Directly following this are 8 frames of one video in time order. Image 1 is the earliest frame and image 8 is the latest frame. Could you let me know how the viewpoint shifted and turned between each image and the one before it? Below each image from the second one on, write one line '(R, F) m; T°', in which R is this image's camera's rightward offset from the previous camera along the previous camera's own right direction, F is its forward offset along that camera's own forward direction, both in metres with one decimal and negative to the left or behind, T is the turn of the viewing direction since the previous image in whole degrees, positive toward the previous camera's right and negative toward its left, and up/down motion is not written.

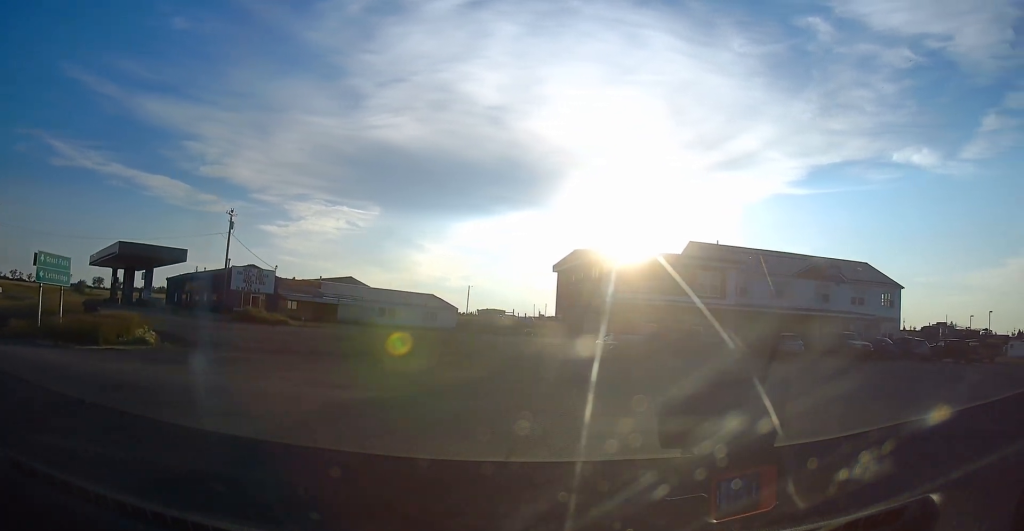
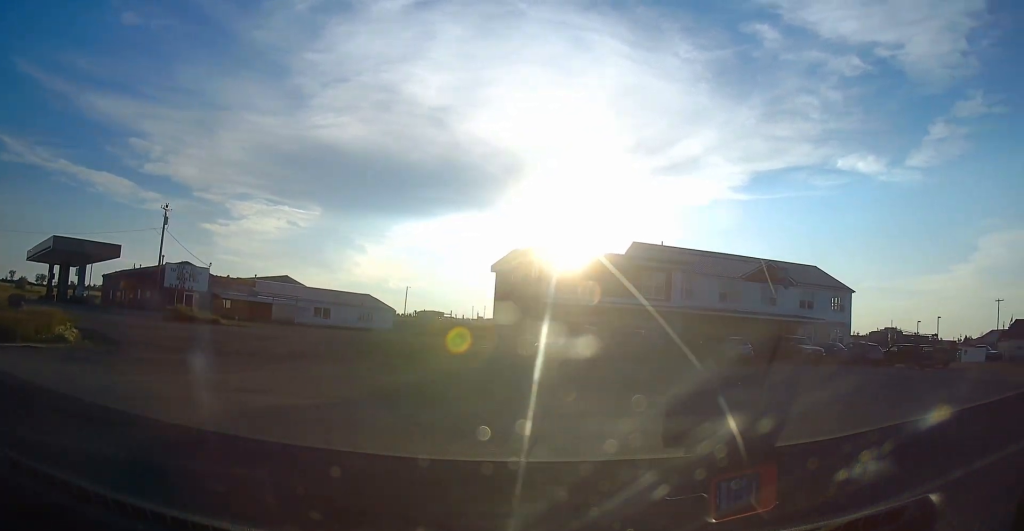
(-0.1, +1.7) m; +5°
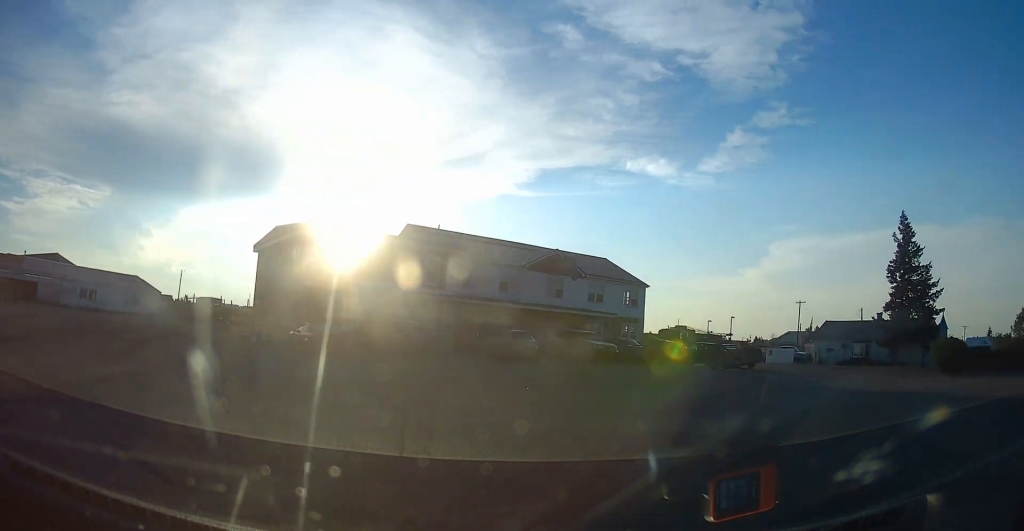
(+0.7, +3.6) m; +26°
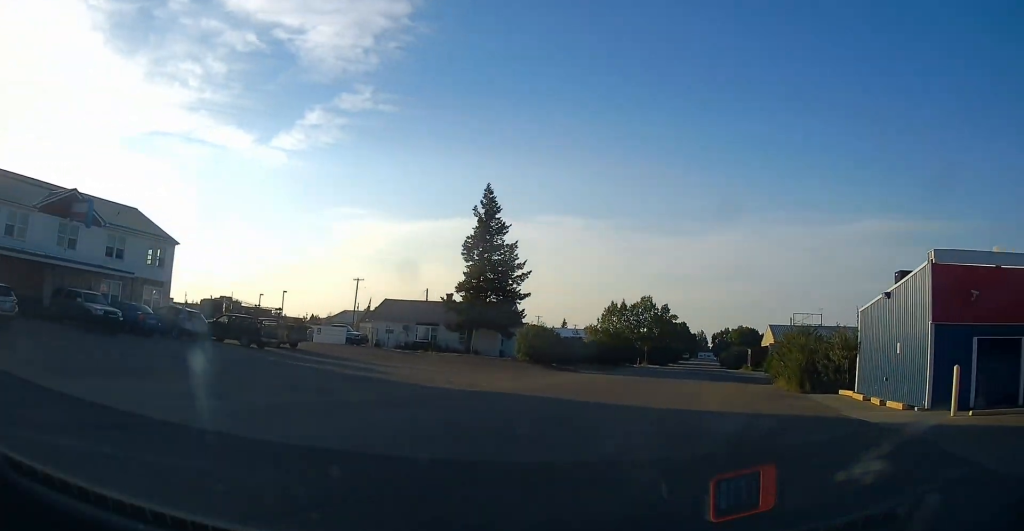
(+2.3, +7.1) m; +32°
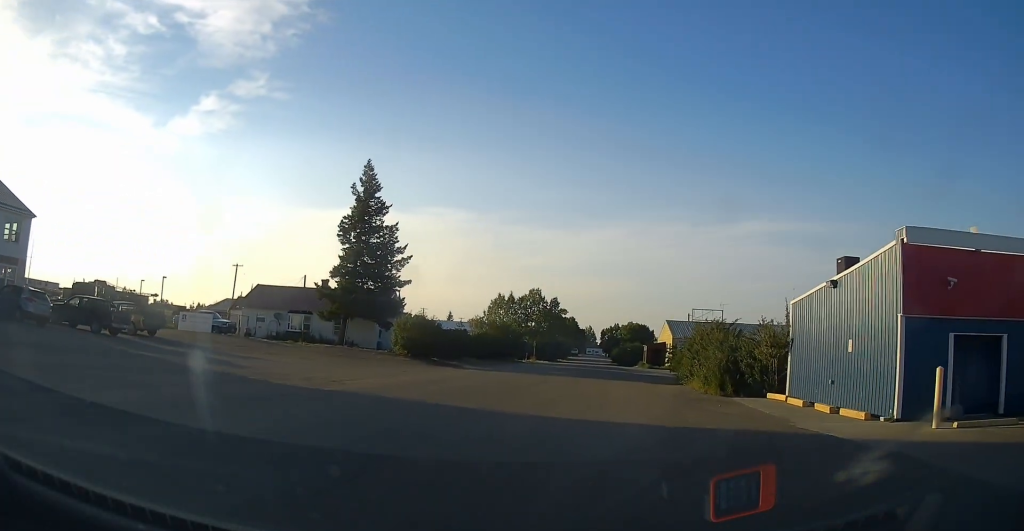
(+0.6, +3.8) m; +8°
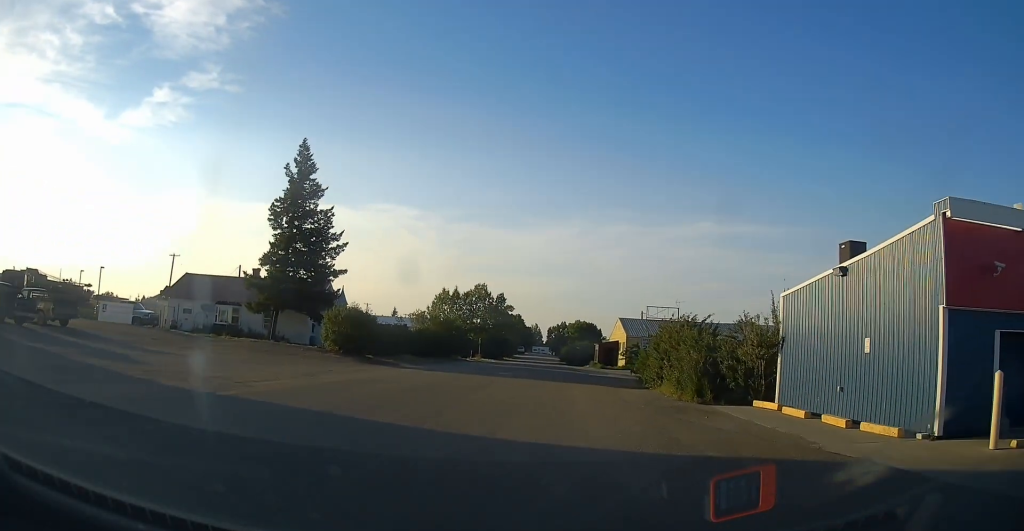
(+0.2, +3.6) m; +5°
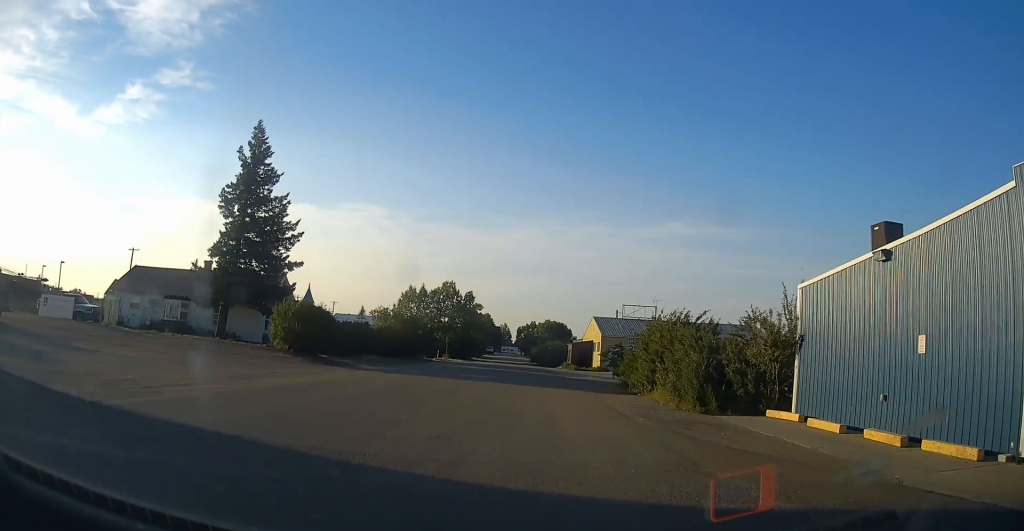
(-0.1, +3.2) m; +4°
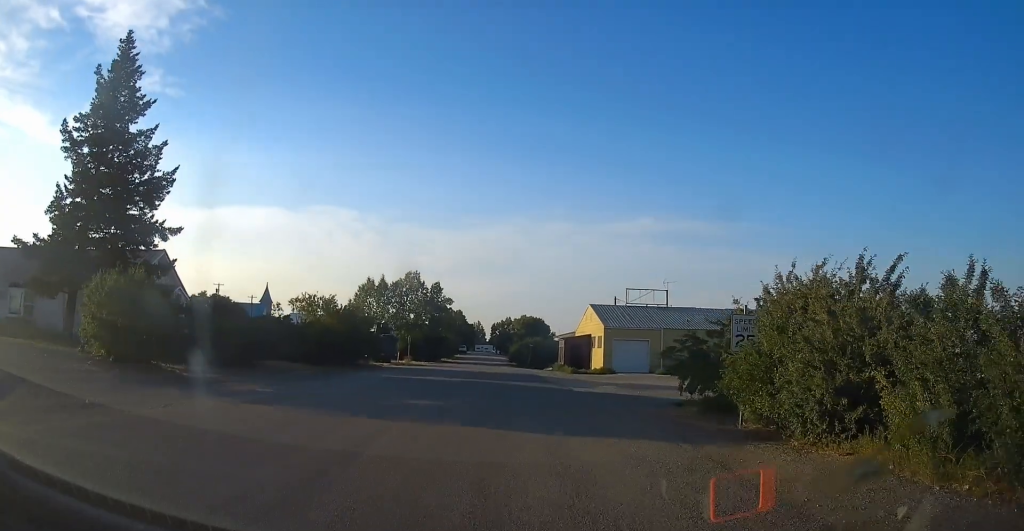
(+2.1, +13.5) m; +9°
